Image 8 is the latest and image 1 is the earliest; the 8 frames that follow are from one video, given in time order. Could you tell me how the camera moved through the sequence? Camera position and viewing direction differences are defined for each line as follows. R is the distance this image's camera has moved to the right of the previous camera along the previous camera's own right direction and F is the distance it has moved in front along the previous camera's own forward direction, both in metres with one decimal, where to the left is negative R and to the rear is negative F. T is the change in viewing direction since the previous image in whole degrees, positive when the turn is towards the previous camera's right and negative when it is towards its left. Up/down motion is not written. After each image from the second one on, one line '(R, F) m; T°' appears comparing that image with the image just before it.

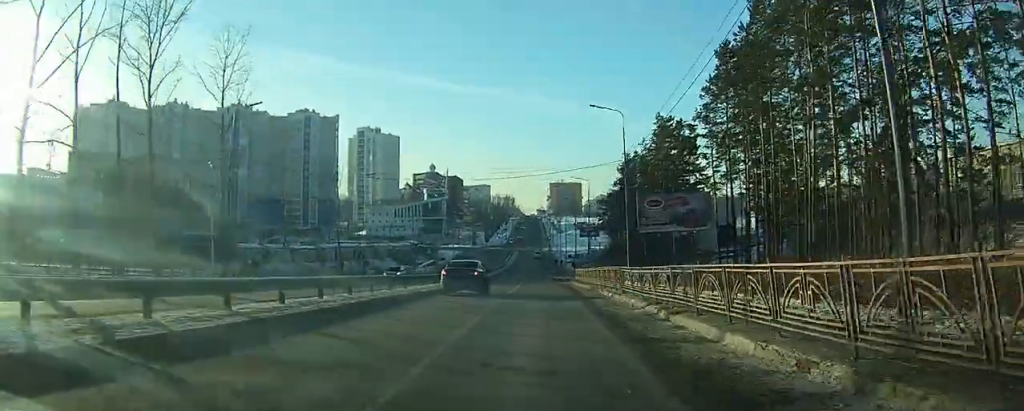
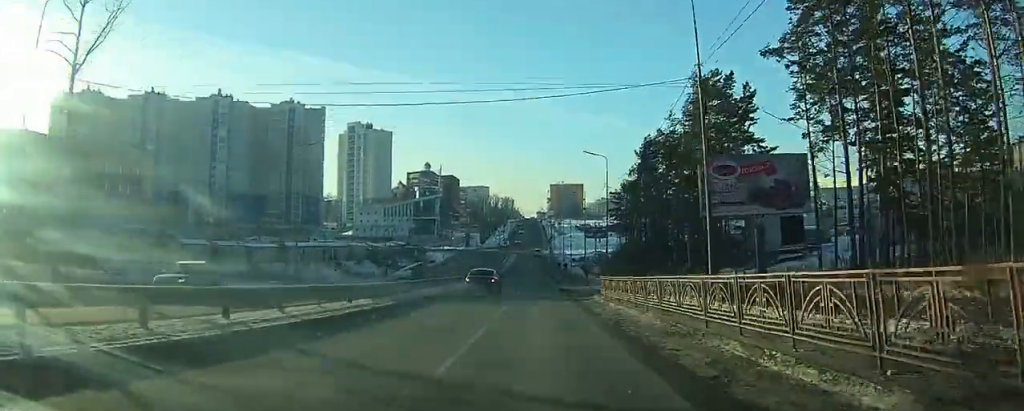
(0.0, +17.1) m; 0°
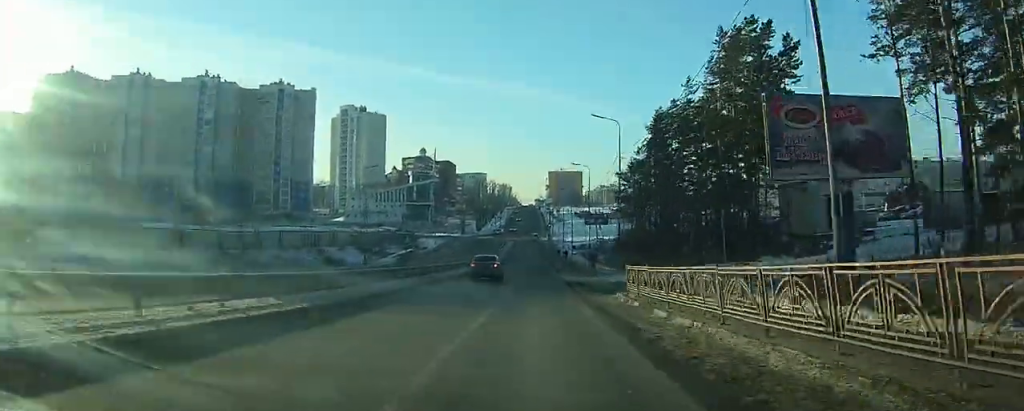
(0.0, +9.2) m; 0°
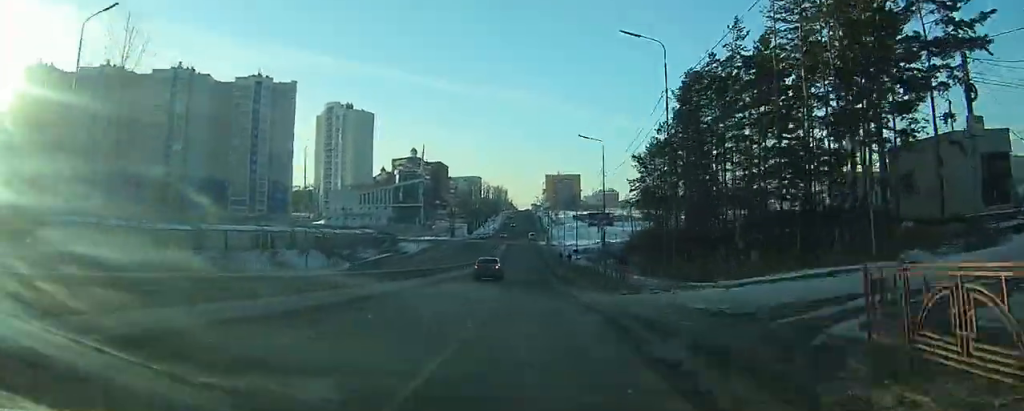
(0.0, +17.7) m; 0°
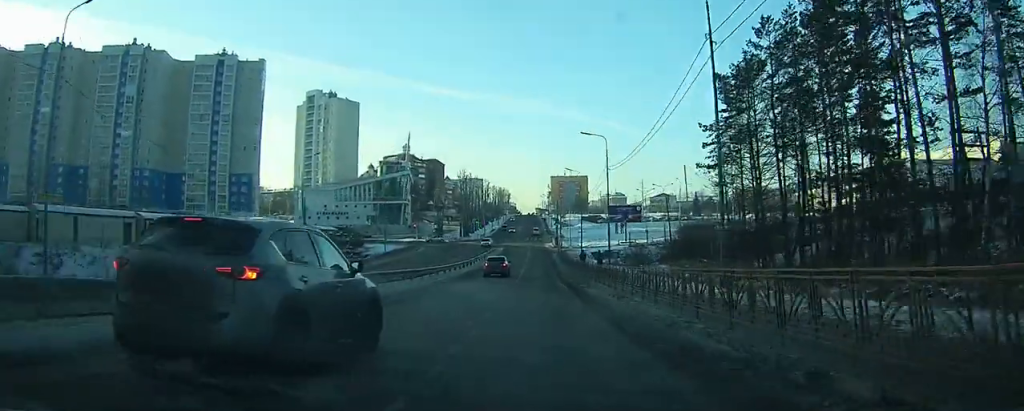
(0.0, +32.5) m; 0°
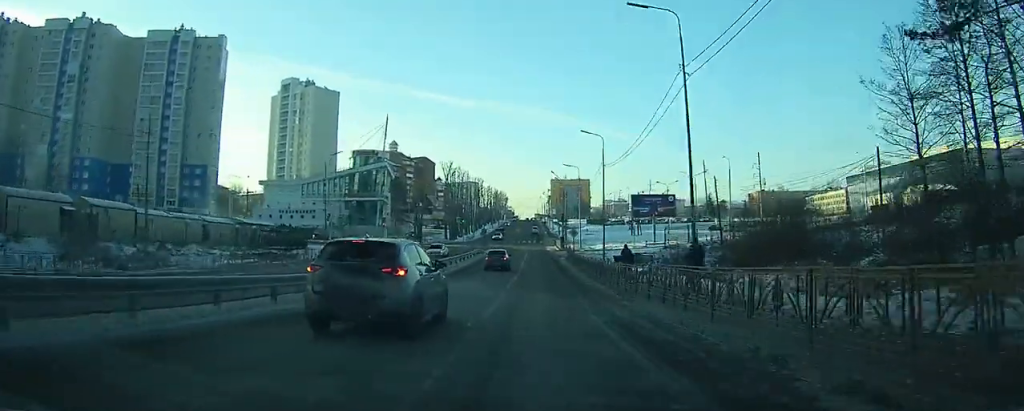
(0.0, +27.0) m; 0°
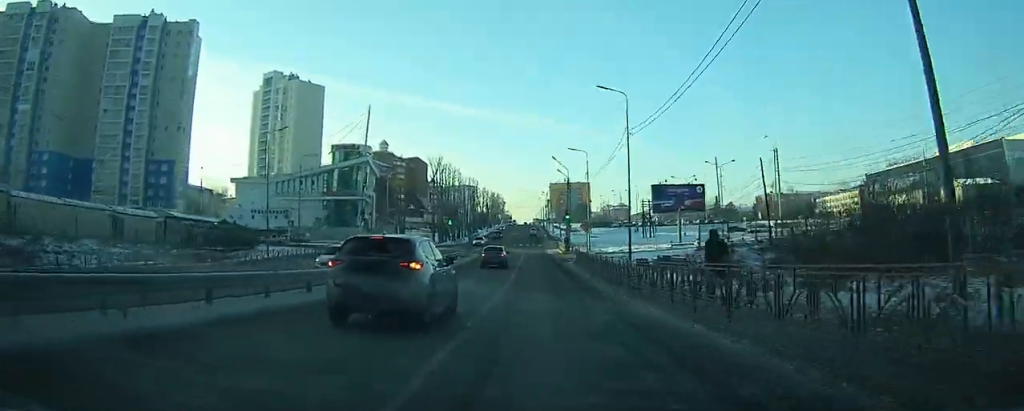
(0.0, +15.1) m; 0°
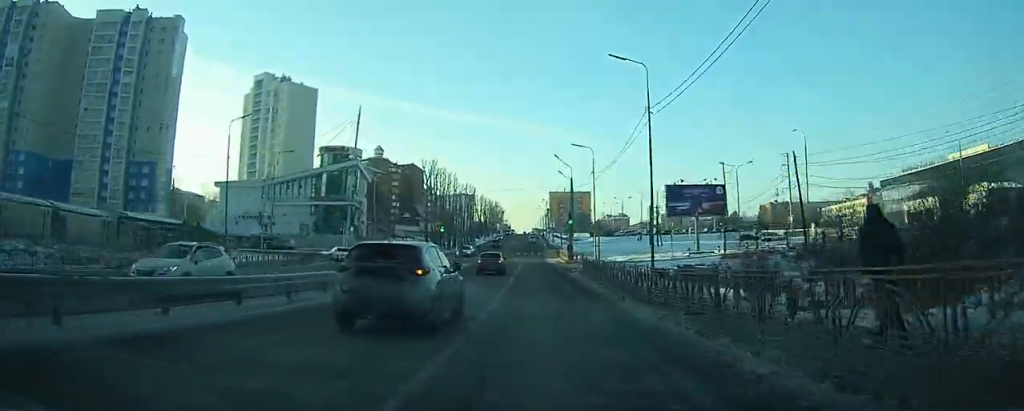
(0.0, +7.5) m; 0°
